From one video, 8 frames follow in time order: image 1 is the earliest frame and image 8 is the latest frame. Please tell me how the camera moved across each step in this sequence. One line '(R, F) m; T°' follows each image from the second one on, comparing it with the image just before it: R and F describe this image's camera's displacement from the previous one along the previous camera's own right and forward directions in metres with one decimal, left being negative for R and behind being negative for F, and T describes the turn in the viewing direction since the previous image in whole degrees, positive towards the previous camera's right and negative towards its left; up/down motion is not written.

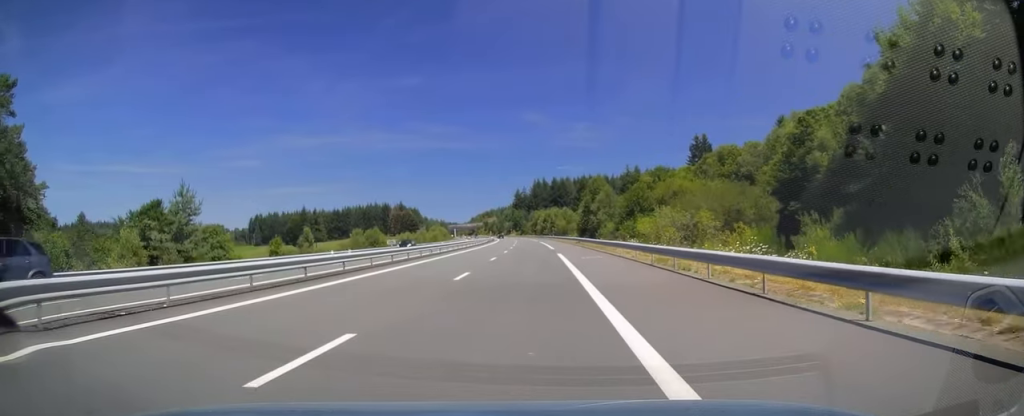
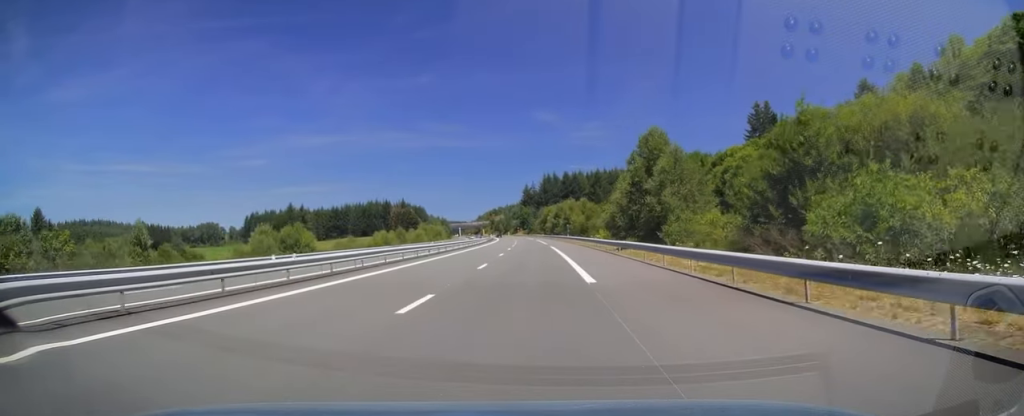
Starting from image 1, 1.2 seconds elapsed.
(-0.3, +34.0) m; -1°
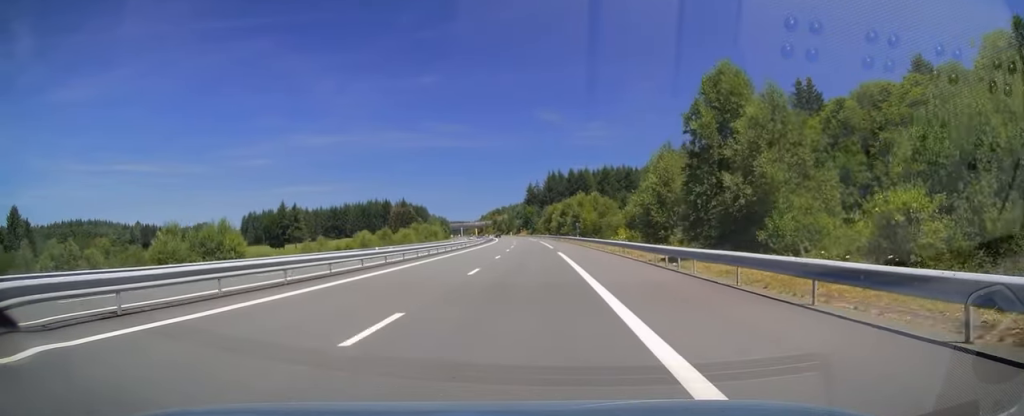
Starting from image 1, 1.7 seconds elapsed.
(+0.1, +16.2) m; 0°
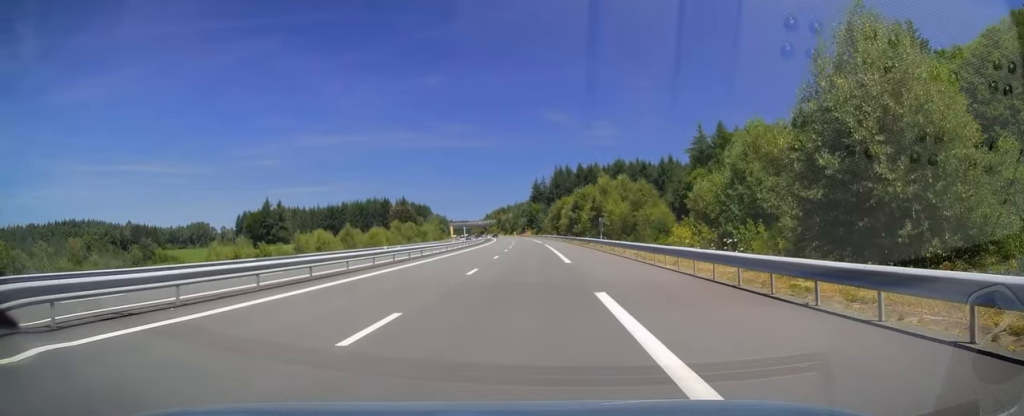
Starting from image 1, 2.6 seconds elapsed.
(-0.1, +26.1) m; -1°
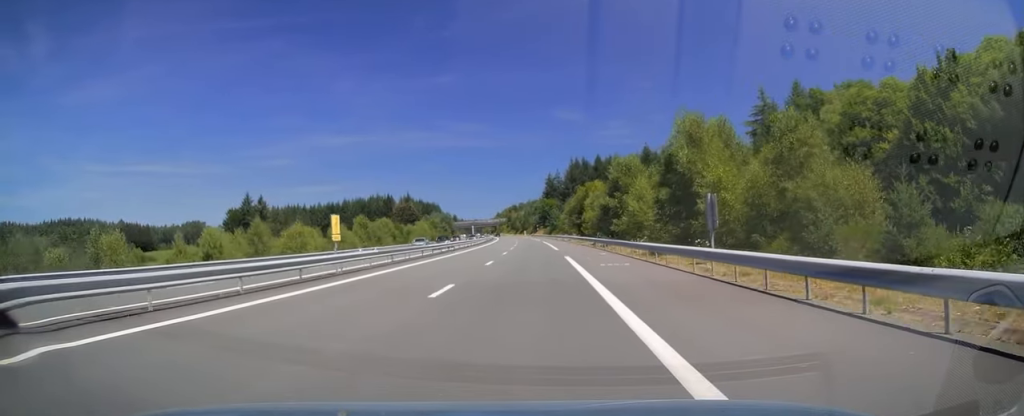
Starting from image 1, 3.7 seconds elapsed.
(-0.3, +33.5) m; -1°
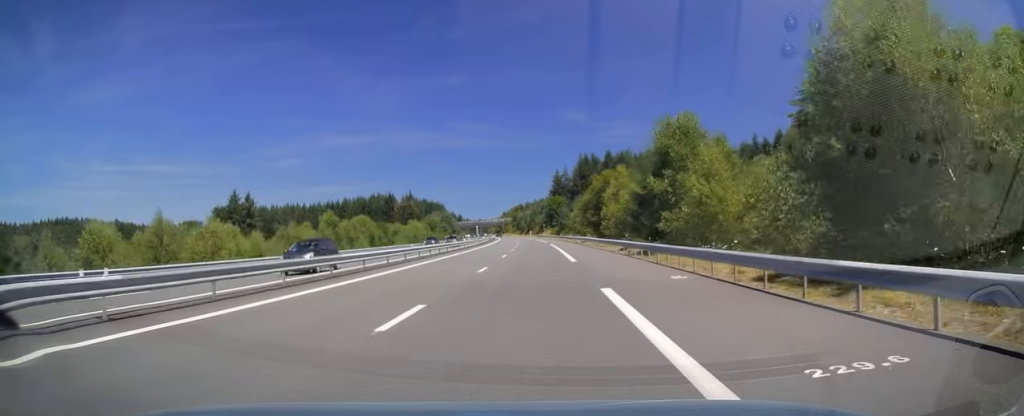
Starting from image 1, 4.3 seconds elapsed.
(-0.1, +17.7) m; -1°
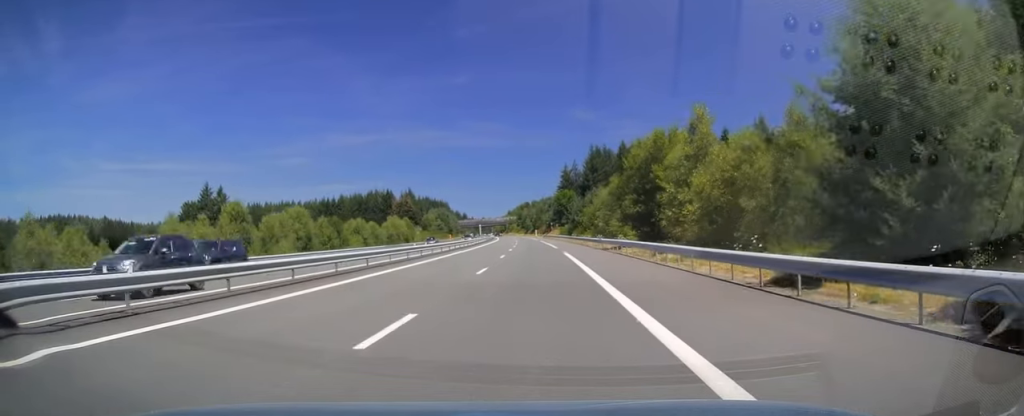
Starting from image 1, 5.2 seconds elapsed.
(-0.2, +27.4) m; -1°
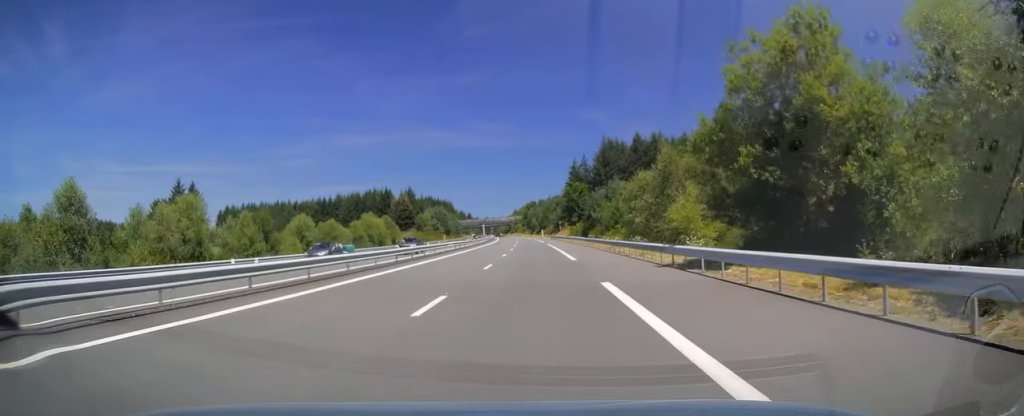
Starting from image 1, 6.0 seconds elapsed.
(-0.2, +23.1) m; -1°
